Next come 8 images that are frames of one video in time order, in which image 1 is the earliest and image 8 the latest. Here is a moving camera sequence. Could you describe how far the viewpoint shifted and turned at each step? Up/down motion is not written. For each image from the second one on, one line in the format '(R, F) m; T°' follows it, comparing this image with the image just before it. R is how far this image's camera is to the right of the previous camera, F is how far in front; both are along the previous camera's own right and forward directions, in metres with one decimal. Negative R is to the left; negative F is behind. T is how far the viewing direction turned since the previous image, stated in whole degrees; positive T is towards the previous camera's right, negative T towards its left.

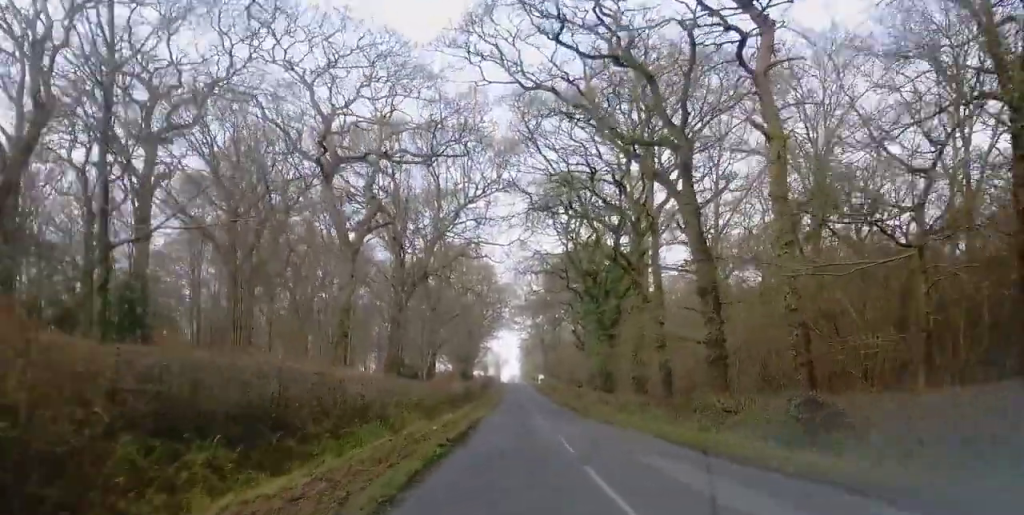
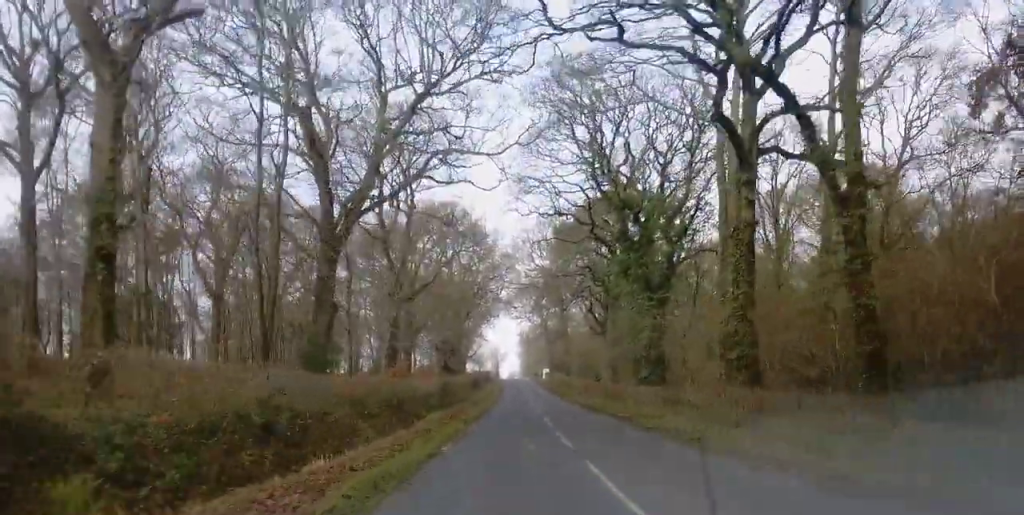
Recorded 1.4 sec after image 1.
(+0.3, +25.8) m; +1°
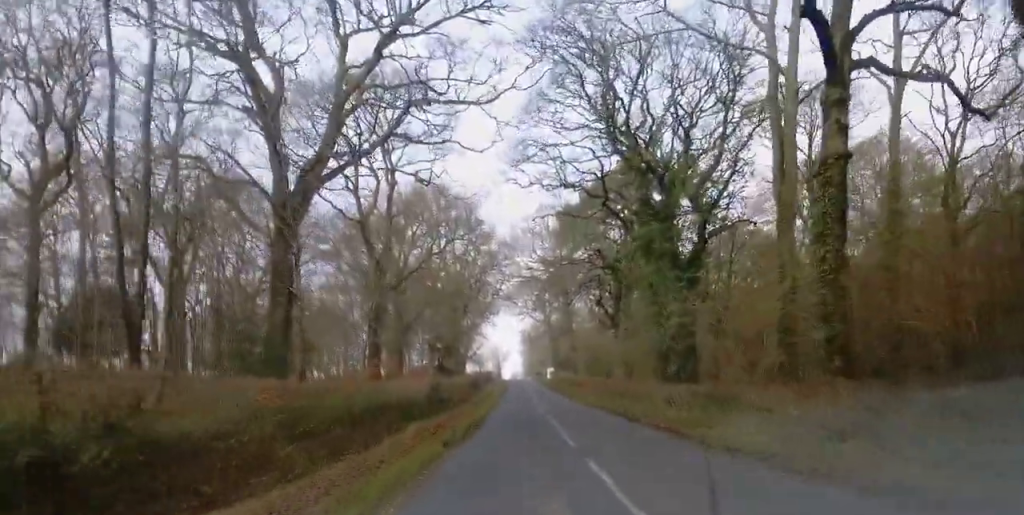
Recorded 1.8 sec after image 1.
(0.0, +8.4) m; -2°
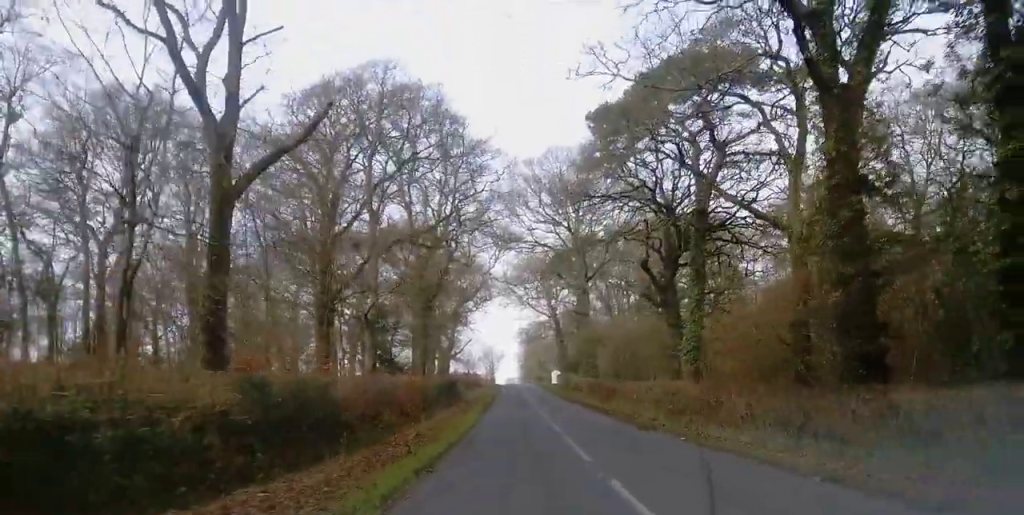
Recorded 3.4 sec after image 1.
(-1.7, +27.7) m; +1°
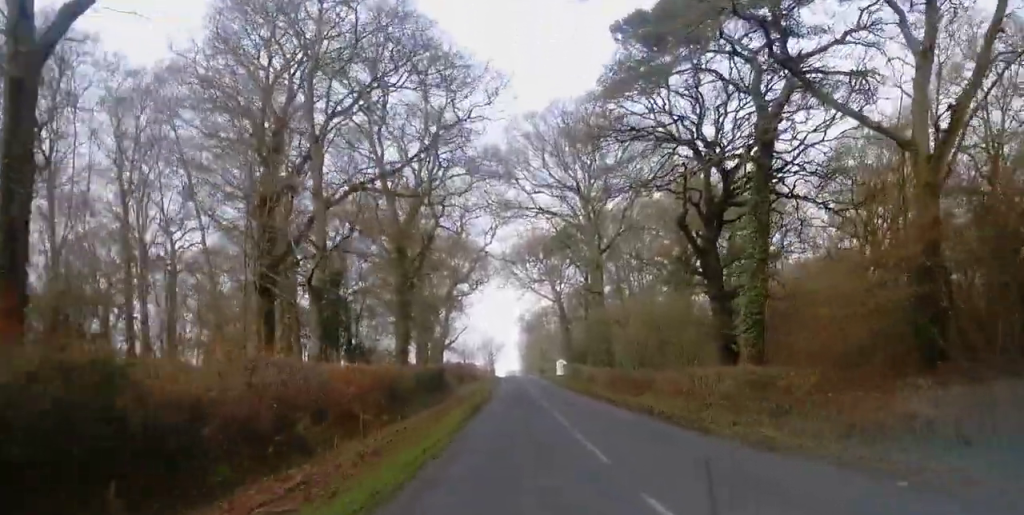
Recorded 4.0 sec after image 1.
(+1.2, +12.5) m; +2°
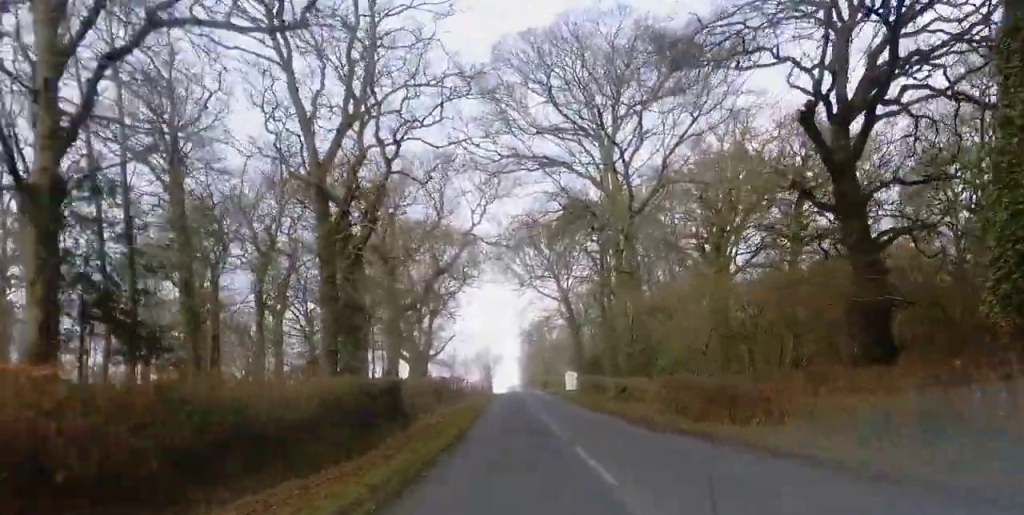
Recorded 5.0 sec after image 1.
(+0.6, +21.8) m; 0°
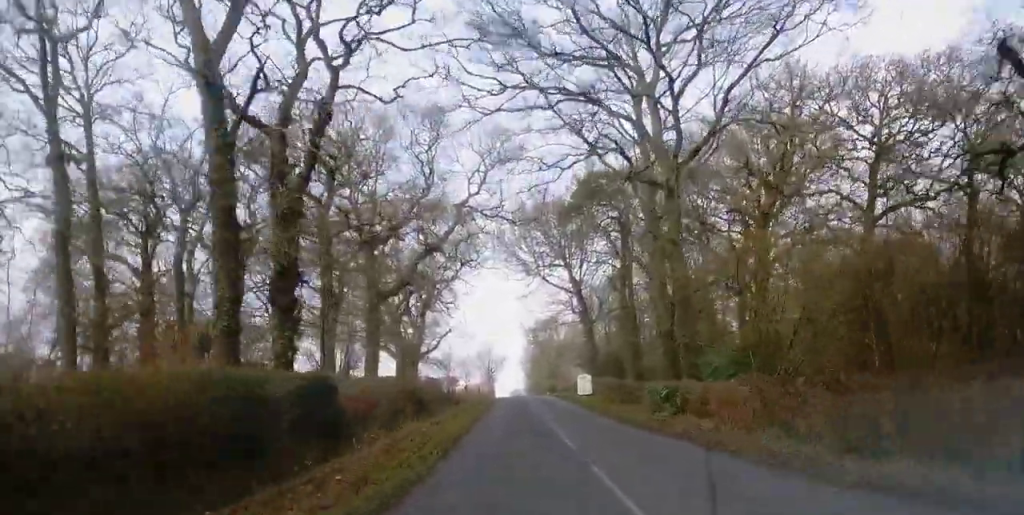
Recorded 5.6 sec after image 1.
(-0.3, +13.0) m; -2°
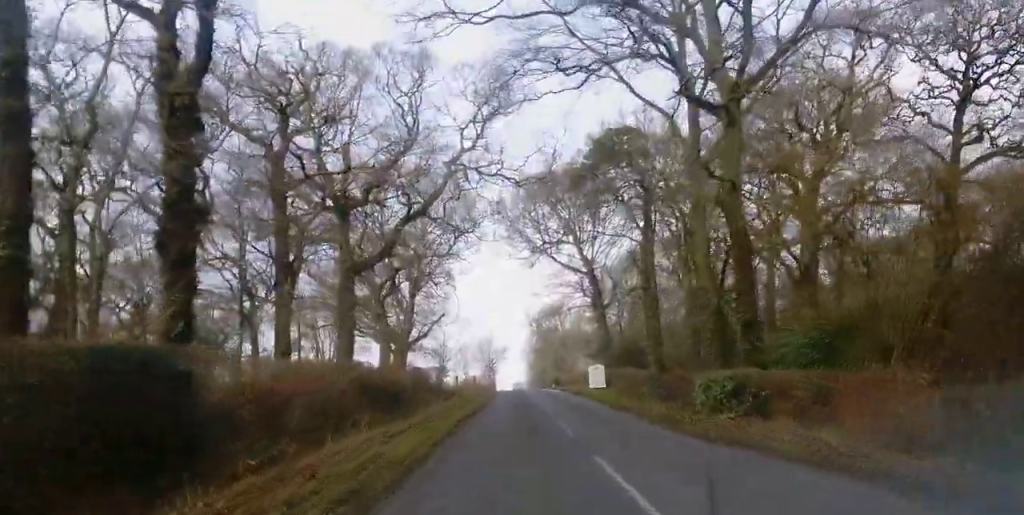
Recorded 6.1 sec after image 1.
(0.0, +8.8) m; 0°
